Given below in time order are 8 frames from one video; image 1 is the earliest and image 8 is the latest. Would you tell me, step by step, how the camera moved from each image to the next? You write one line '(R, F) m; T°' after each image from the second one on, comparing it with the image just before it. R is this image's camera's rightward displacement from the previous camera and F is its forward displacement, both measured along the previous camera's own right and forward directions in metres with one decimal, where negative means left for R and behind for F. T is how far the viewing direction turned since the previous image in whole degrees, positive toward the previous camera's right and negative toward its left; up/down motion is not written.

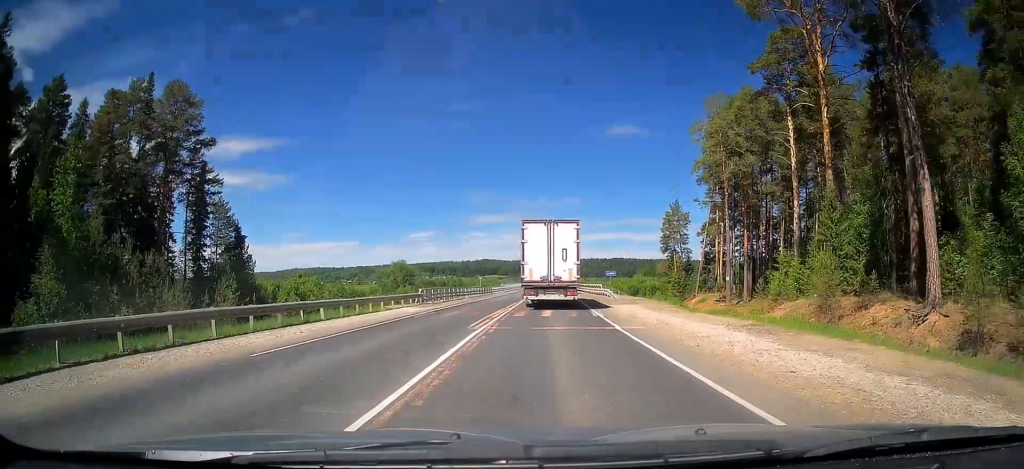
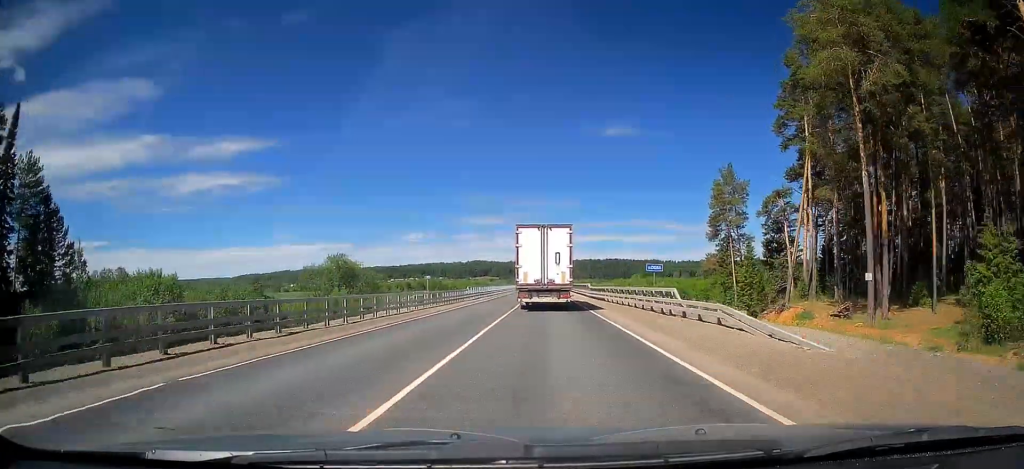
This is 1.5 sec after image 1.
(+0.4, +32.9) m; +1°
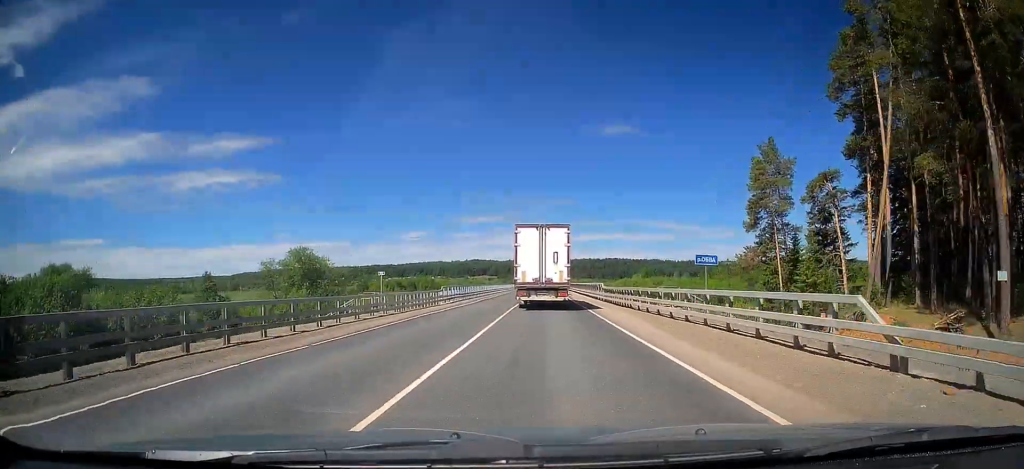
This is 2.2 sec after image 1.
(0.0, +13.6) m; 0°
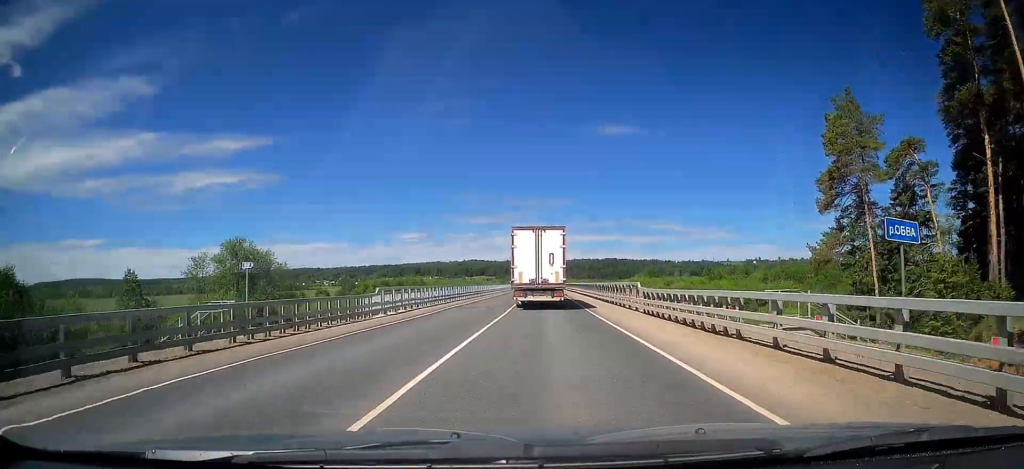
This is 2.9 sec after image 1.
(-0.2, +16.4) m; 0°
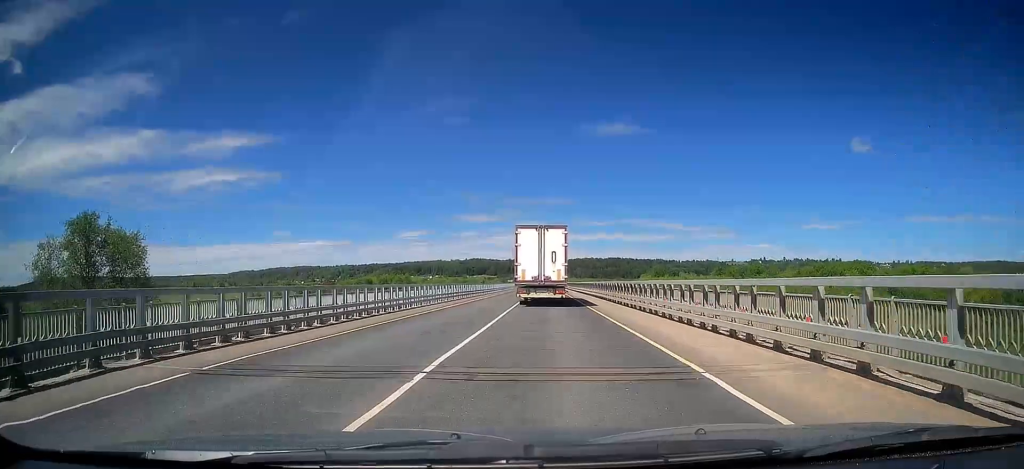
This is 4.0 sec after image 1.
(+0.4, +23.6) m; +1°
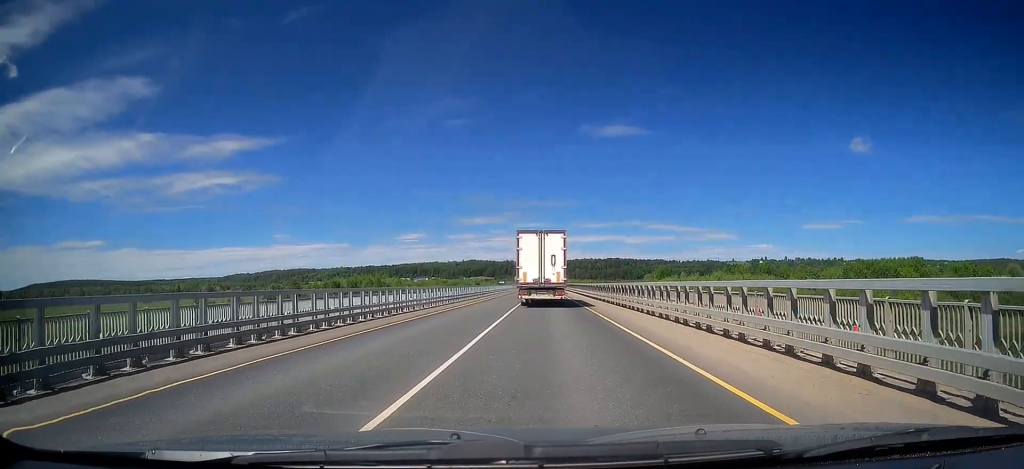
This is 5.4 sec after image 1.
(-0.3, +28.4) m; -1°
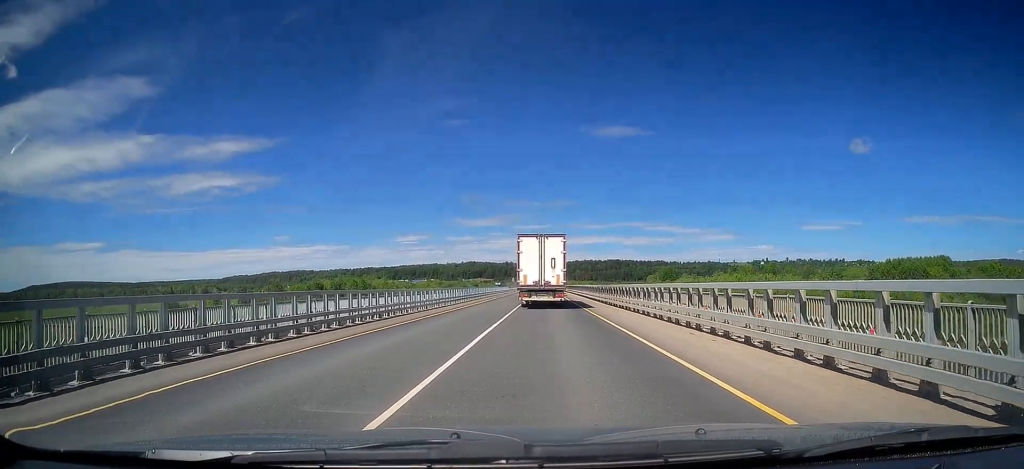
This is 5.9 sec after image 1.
(-0.2, +12.0) m; 0°
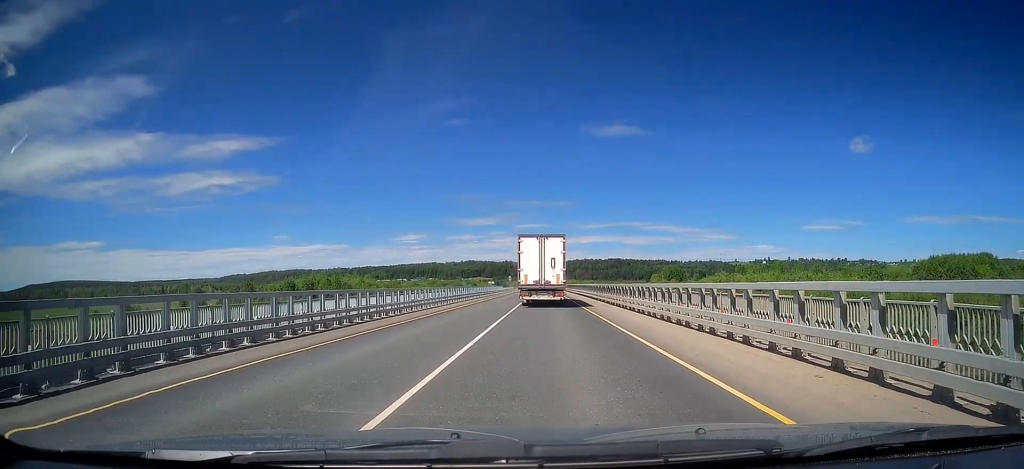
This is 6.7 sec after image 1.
(+0.2, +17.1) m; +1°
